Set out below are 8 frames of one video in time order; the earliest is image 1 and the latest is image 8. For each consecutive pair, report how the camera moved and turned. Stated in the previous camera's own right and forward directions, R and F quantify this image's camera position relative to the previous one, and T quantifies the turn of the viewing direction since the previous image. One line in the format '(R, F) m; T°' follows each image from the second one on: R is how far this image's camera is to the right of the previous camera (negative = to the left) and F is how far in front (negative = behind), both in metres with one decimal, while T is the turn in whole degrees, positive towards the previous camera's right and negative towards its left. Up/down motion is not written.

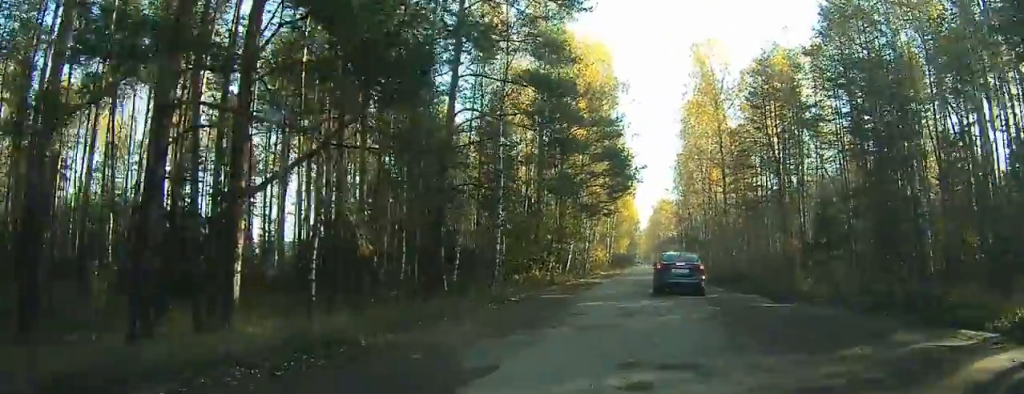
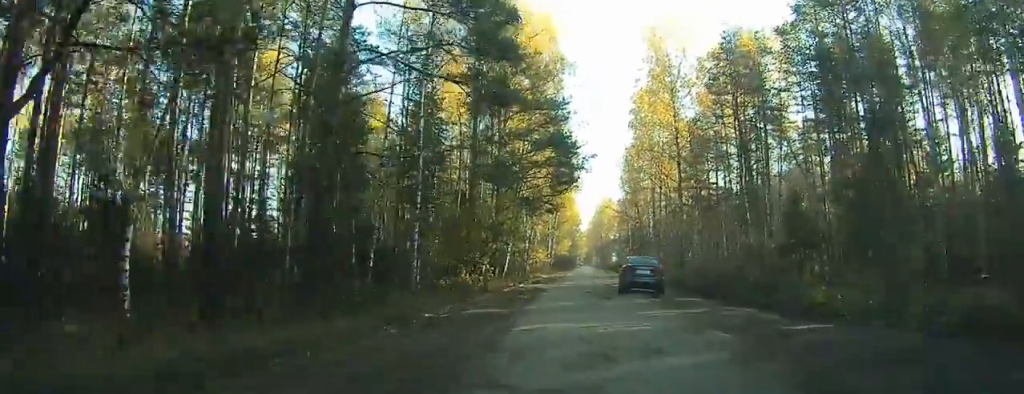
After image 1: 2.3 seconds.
(0.0, +7.5) m; 0°
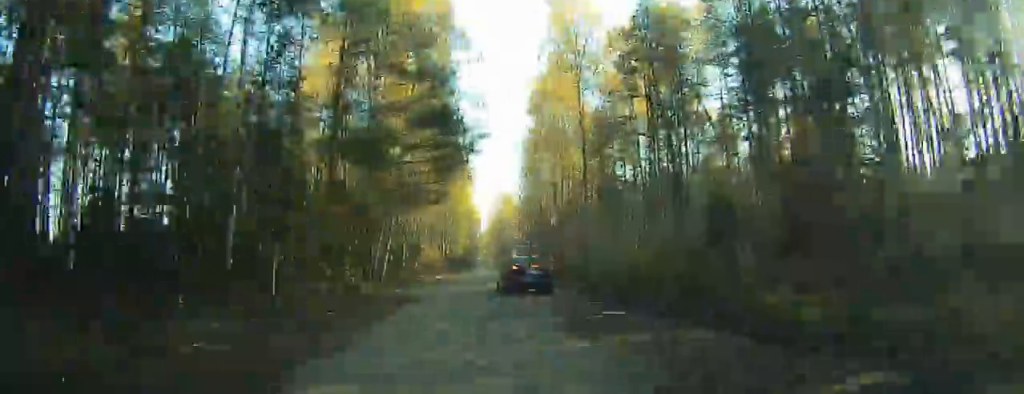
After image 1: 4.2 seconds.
(0.0, +5.8) m; 0°
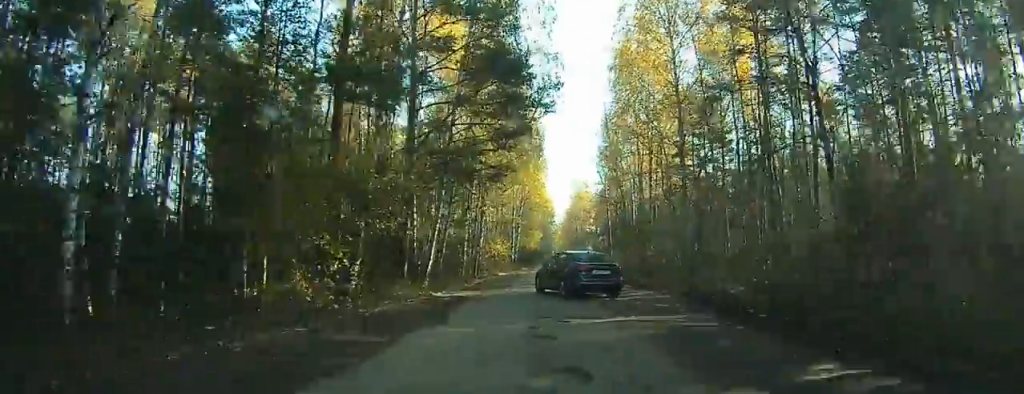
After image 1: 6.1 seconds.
(0.0, +5.3) m; 0°
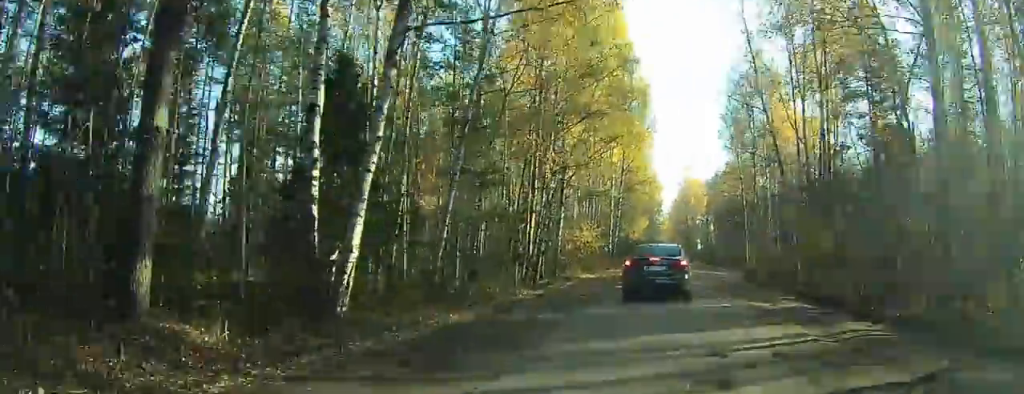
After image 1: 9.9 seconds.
(-0.1, +11.6) m; +4°
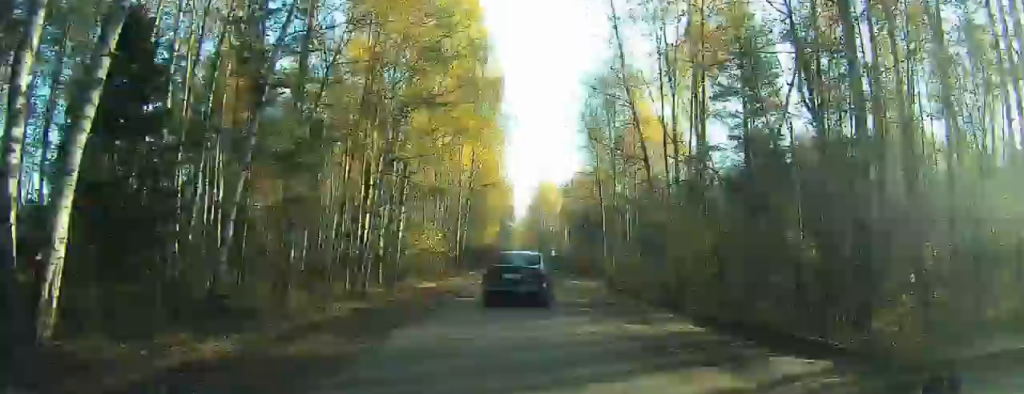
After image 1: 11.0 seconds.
(+0.3, +4.4) m; +2°
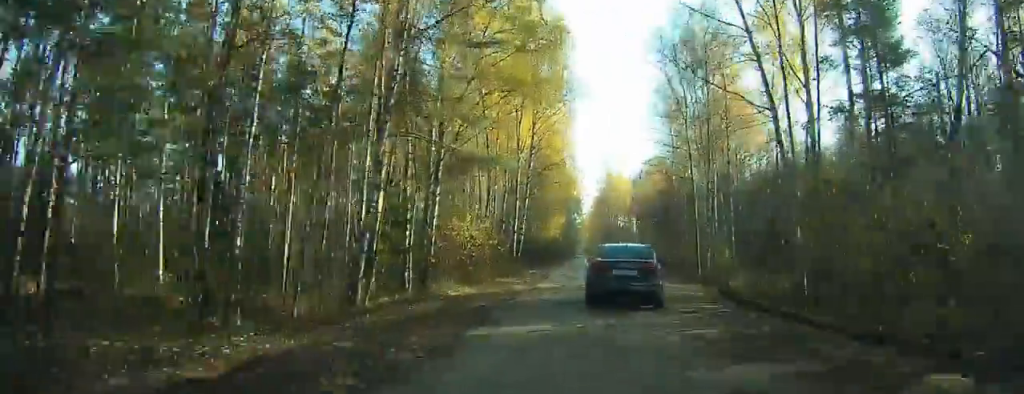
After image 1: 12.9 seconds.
(+0.3, +7.9) m; +3°
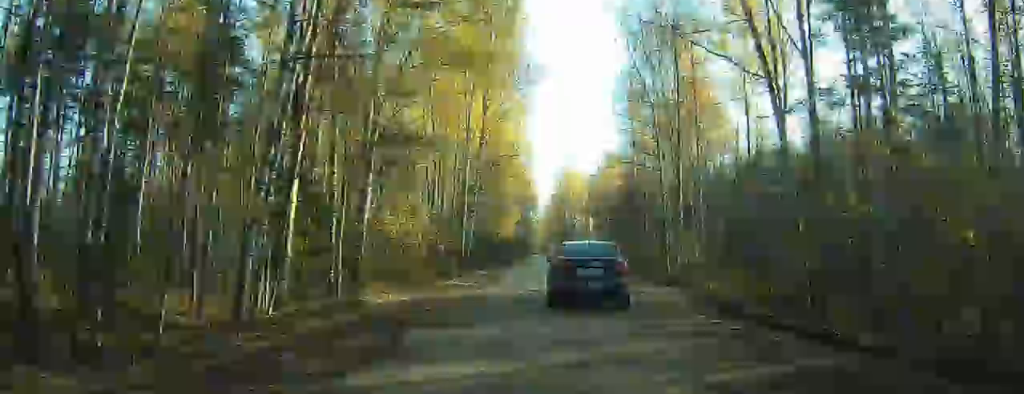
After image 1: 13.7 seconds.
(-0.1, +3.4) m; +1°
